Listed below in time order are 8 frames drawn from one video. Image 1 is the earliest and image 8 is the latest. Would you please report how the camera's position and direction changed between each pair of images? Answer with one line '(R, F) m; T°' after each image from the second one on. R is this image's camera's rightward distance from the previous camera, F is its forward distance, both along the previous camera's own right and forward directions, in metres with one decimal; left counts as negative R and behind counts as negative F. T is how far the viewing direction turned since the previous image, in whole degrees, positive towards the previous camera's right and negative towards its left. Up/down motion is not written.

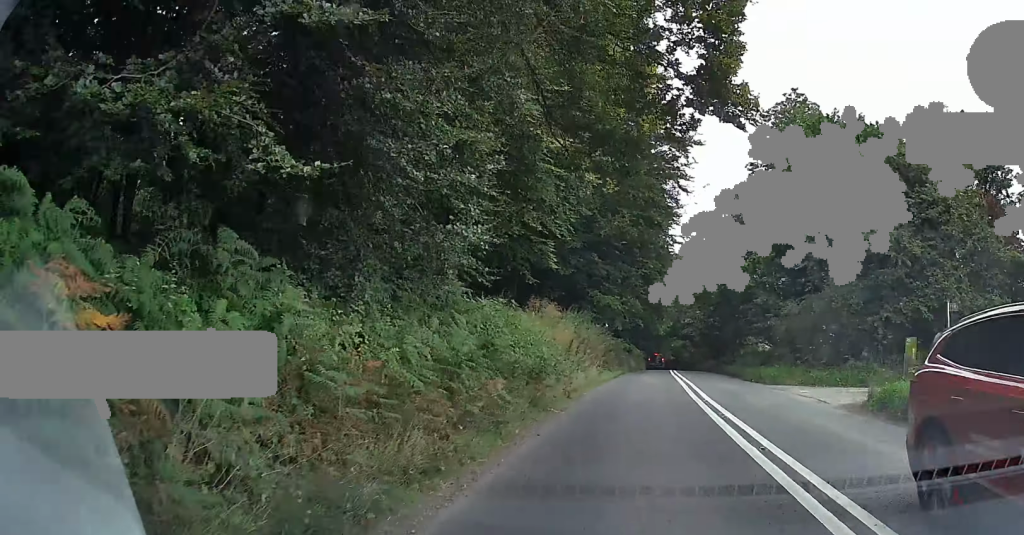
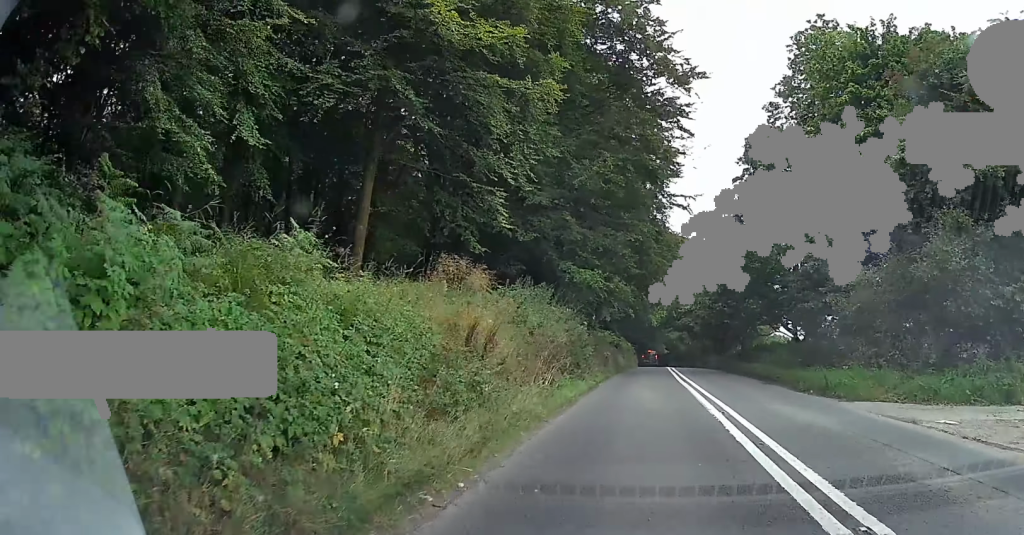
(+0.1, +13.6) m; 0°
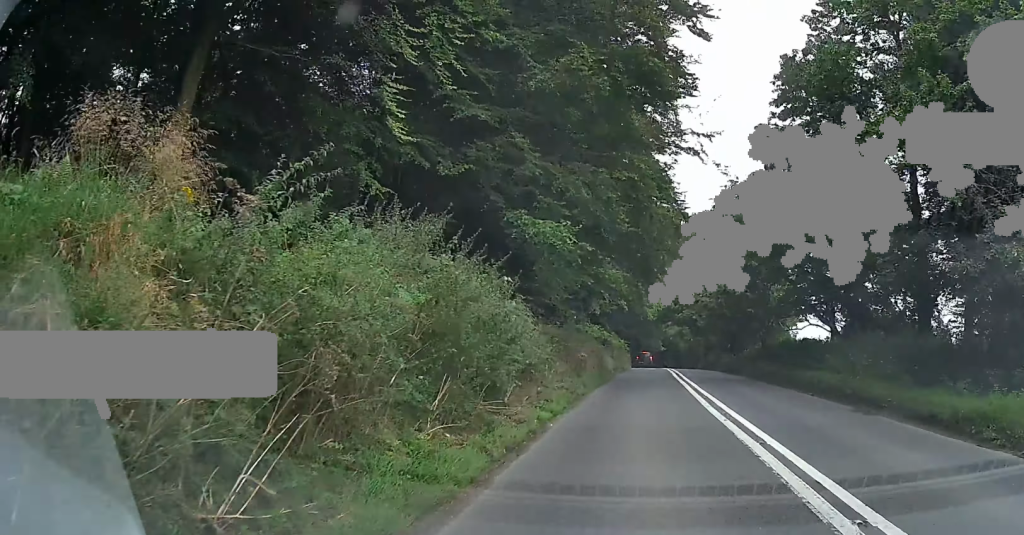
(0.0, +12.1) m; 0°
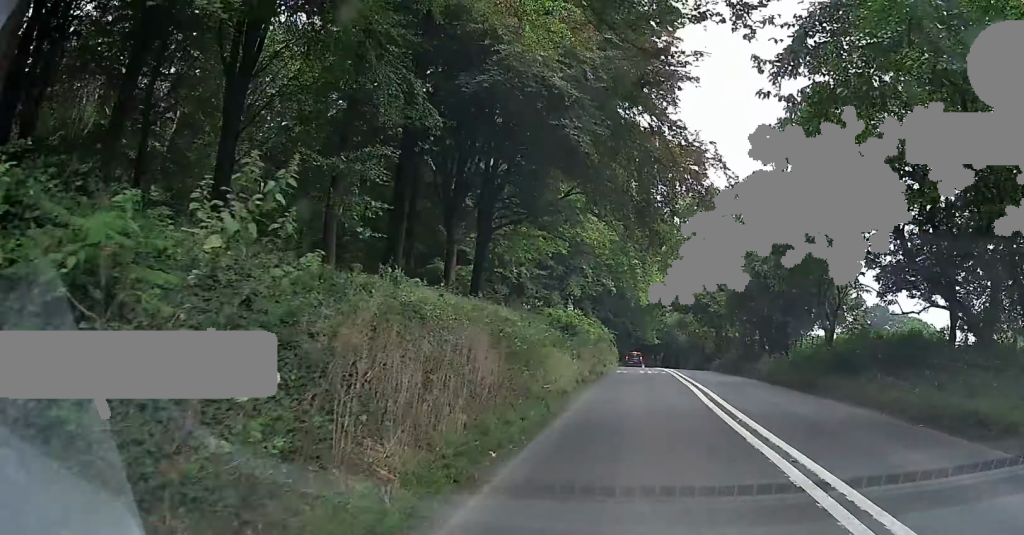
(0.0, +15.1) m; 0°
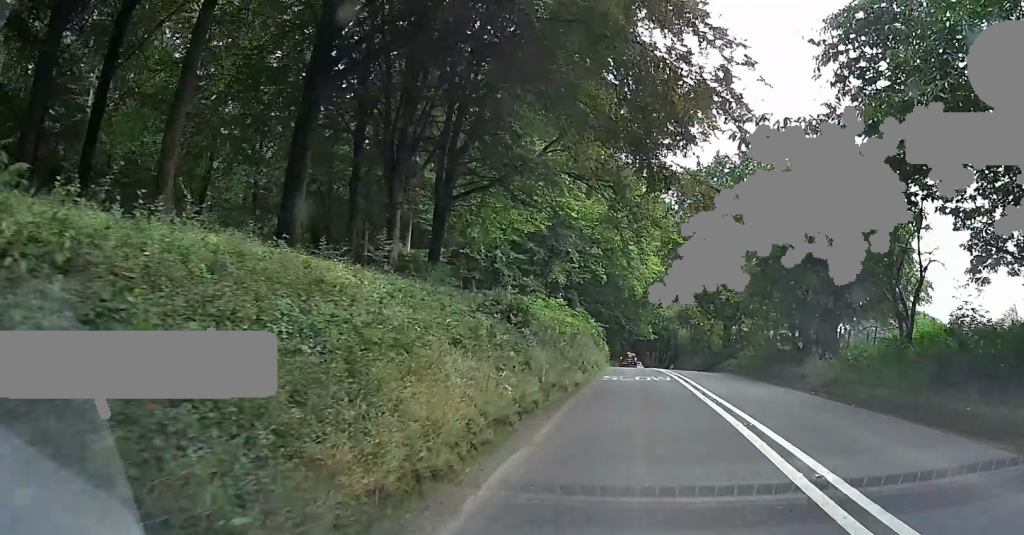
(0.0, +7.0) m; 0°
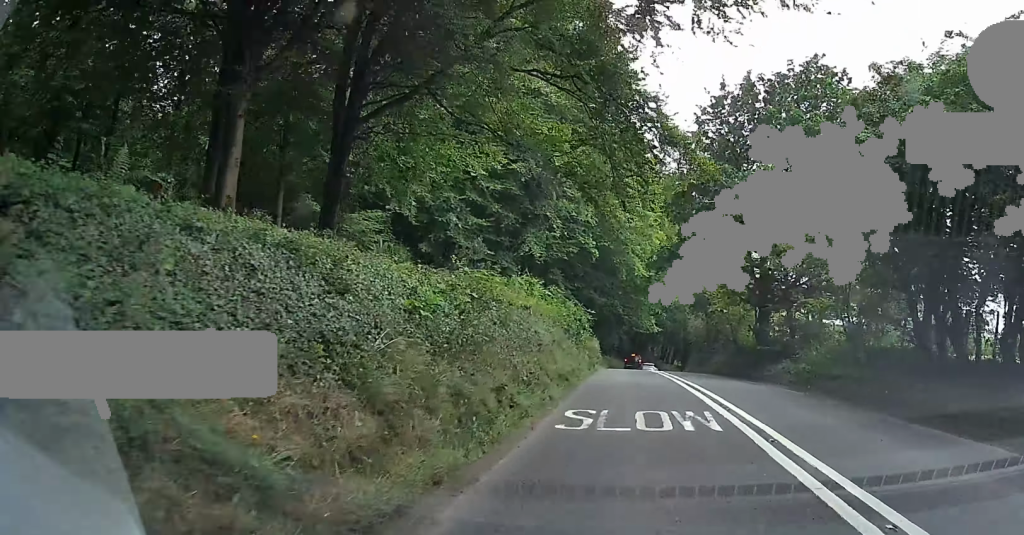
(0.0, +9.7) m; 0°
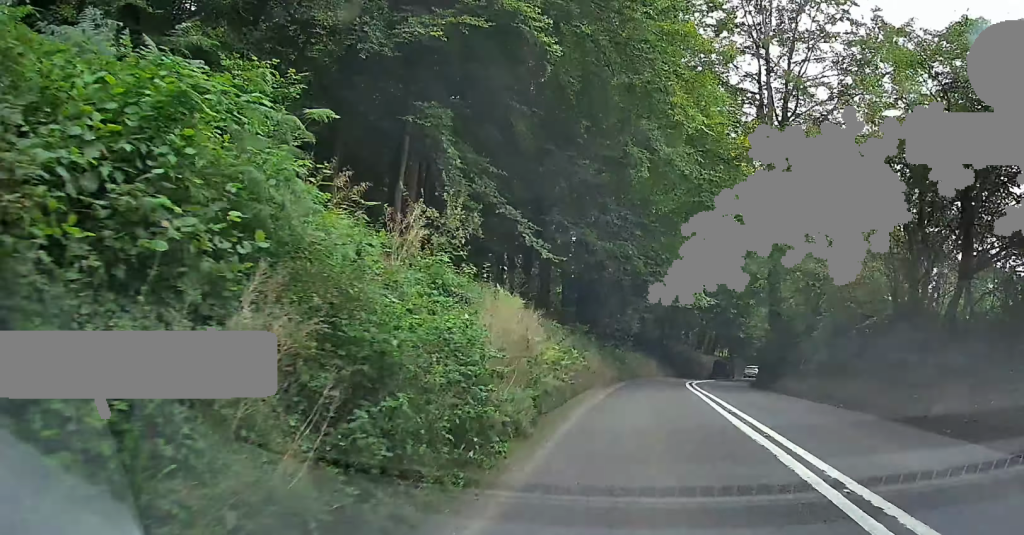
(+0.1, +33.2) m; 0°
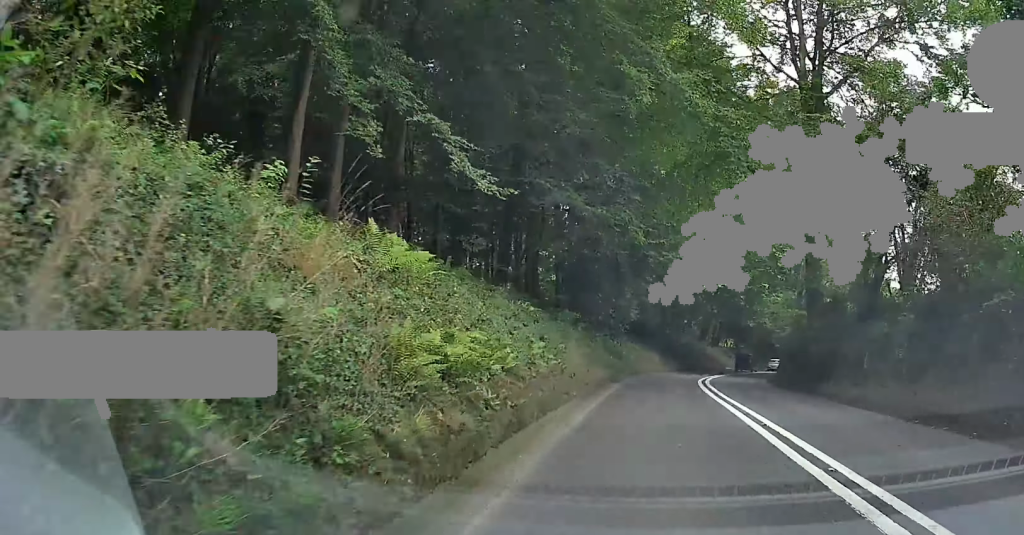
(0.0, +7.5) m; +1°
